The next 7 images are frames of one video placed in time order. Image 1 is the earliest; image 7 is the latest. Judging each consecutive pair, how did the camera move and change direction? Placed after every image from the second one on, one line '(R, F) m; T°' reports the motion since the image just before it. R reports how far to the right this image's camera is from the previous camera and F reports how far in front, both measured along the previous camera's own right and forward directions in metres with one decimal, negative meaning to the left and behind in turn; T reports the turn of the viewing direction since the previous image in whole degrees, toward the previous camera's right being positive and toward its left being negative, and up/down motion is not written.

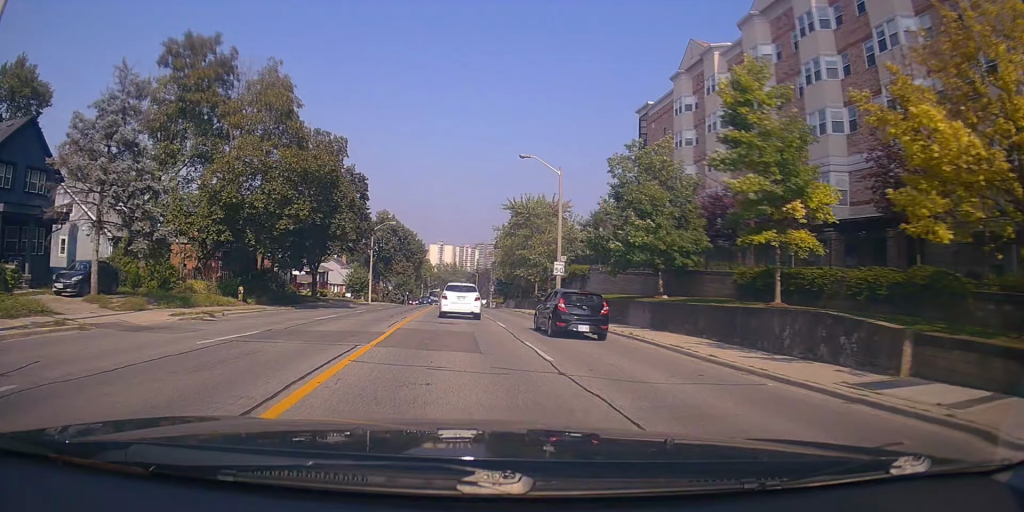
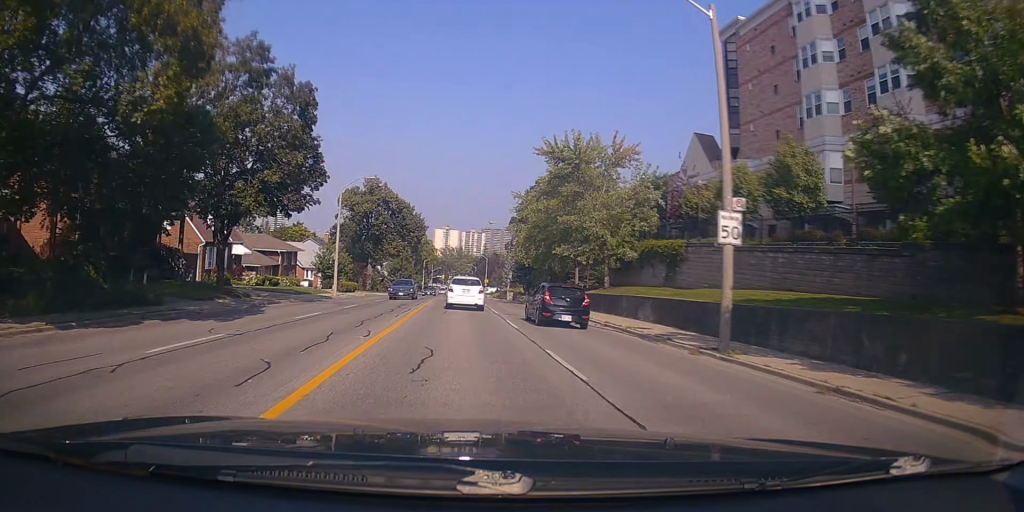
(+0.5, +20.6) m; +1°
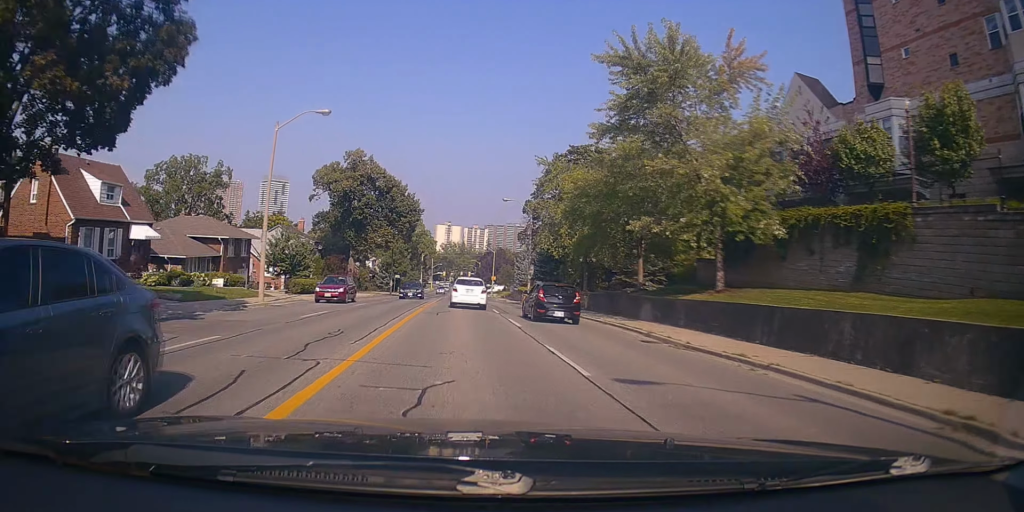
(-0.5, +16.8) m; -4°
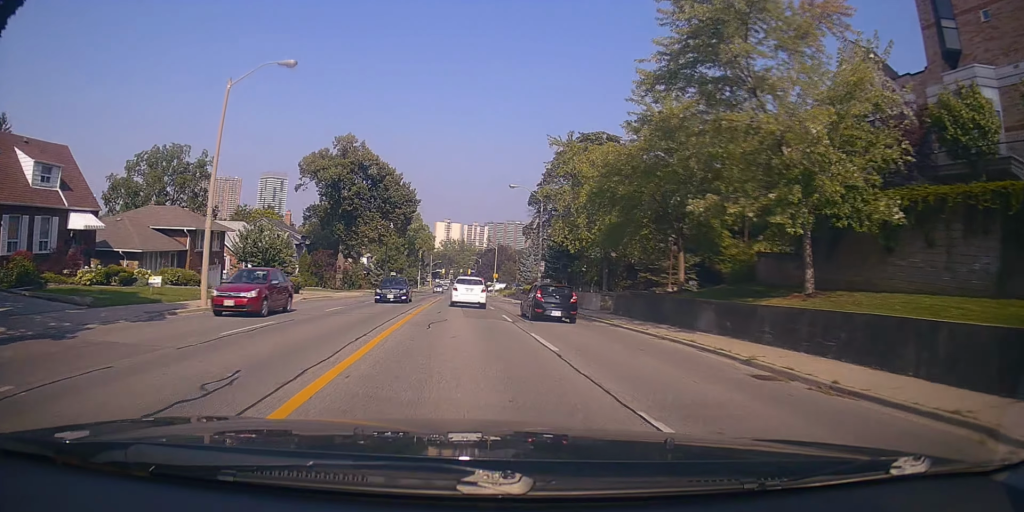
(-0.3, +6.3) m; 0°
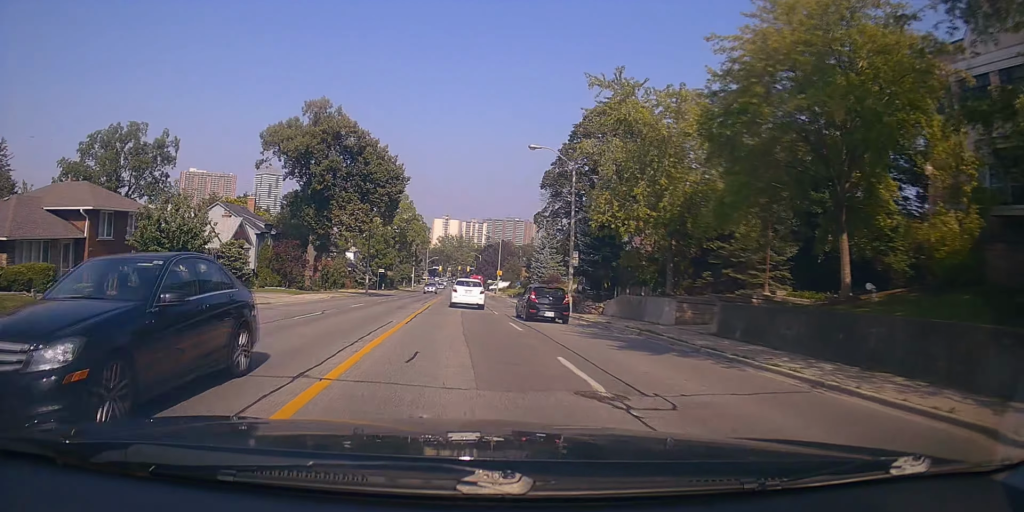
(+0.2, +12.7) m; +2°
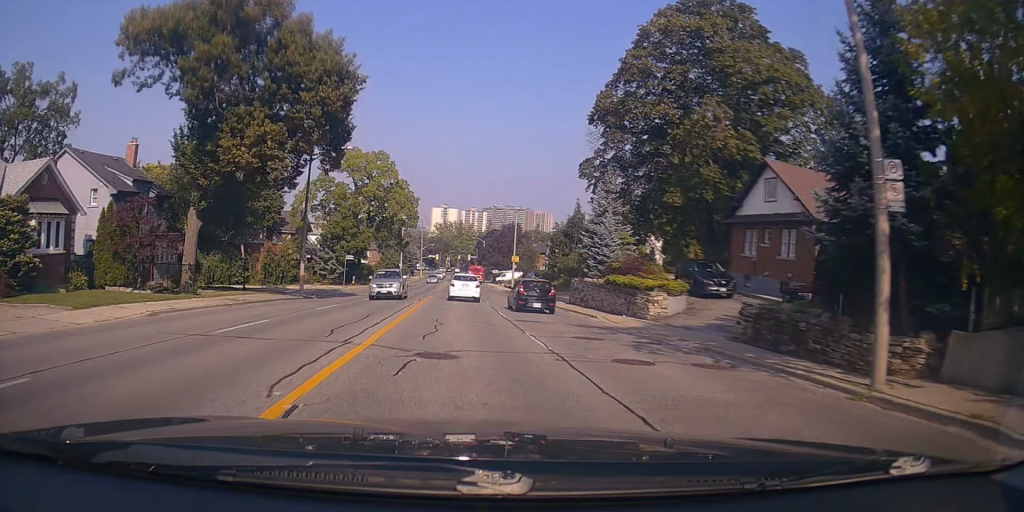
(+0.7, +24.1) m; 0°
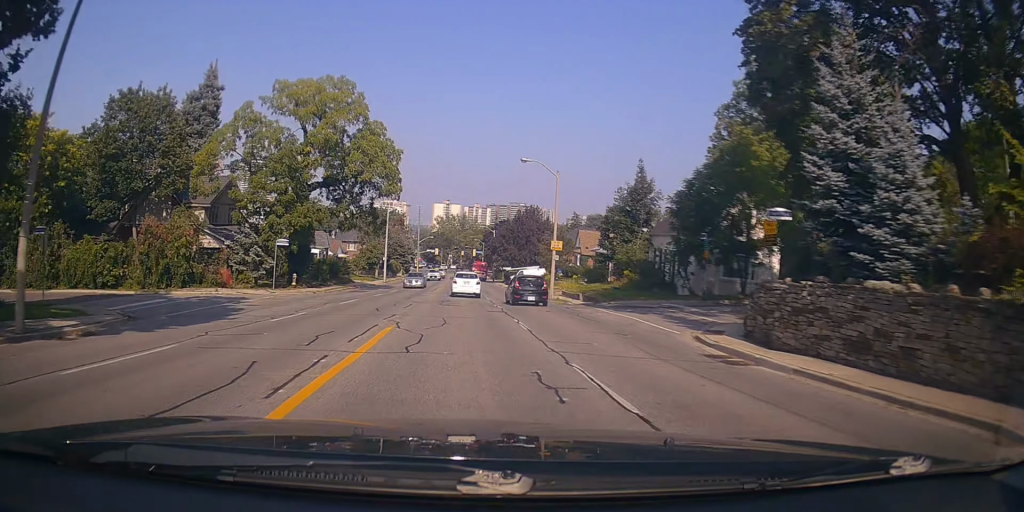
(-0.7, +23.8) m; -2°
